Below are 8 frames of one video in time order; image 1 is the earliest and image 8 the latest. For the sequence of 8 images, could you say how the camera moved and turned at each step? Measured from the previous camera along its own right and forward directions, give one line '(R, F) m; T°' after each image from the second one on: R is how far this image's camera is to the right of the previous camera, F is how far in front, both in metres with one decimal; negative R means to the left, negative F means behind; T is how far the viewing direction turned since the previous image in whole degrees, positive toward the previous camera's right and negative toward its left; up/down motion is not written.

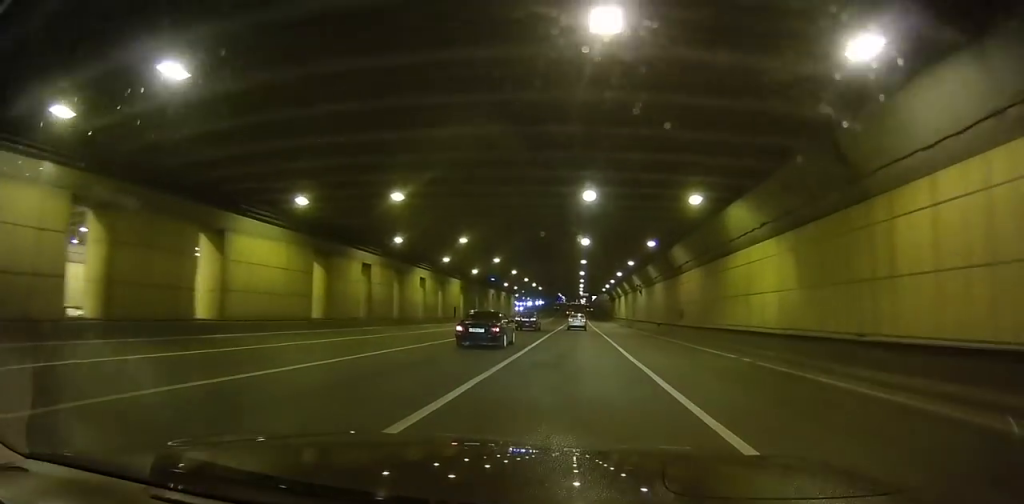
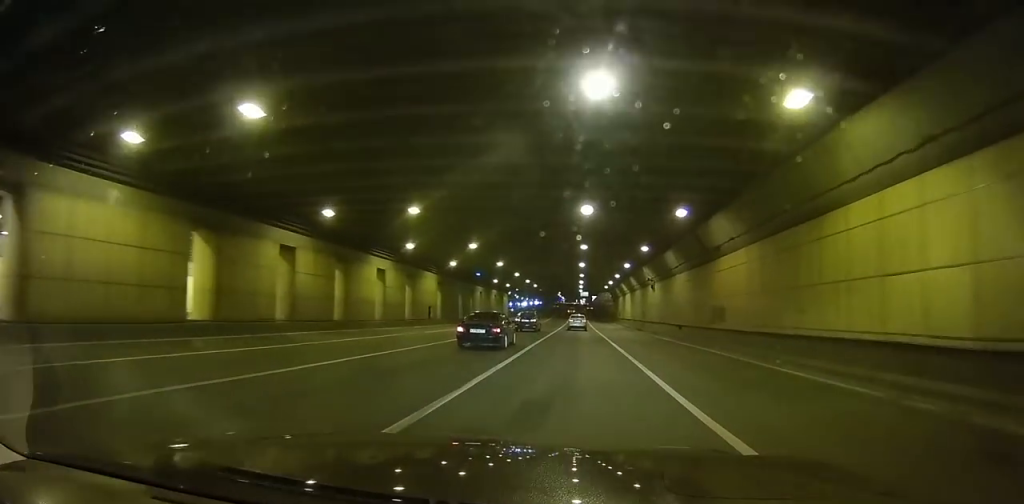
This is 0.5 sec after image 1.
(+0.5, +9.5) m; +3°
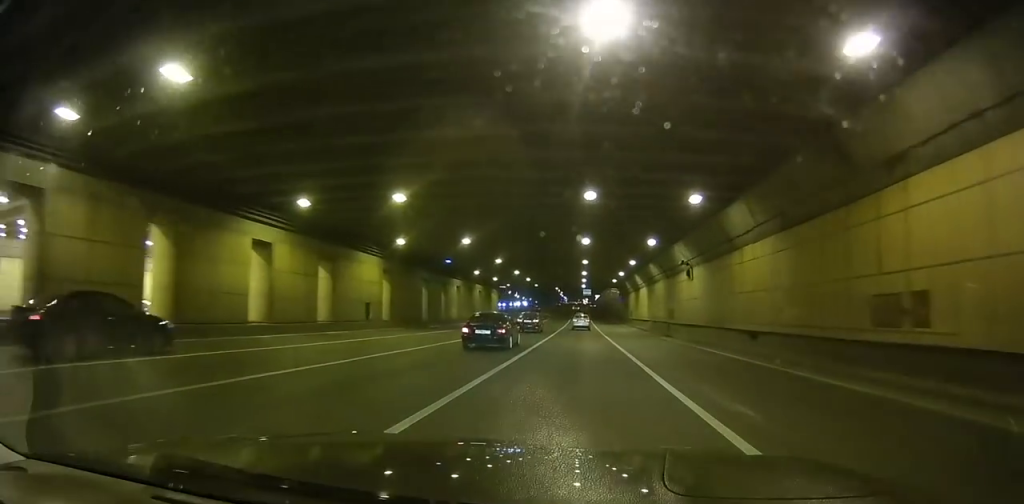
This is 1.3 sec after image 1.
(0.0, +13.9) m; 0°
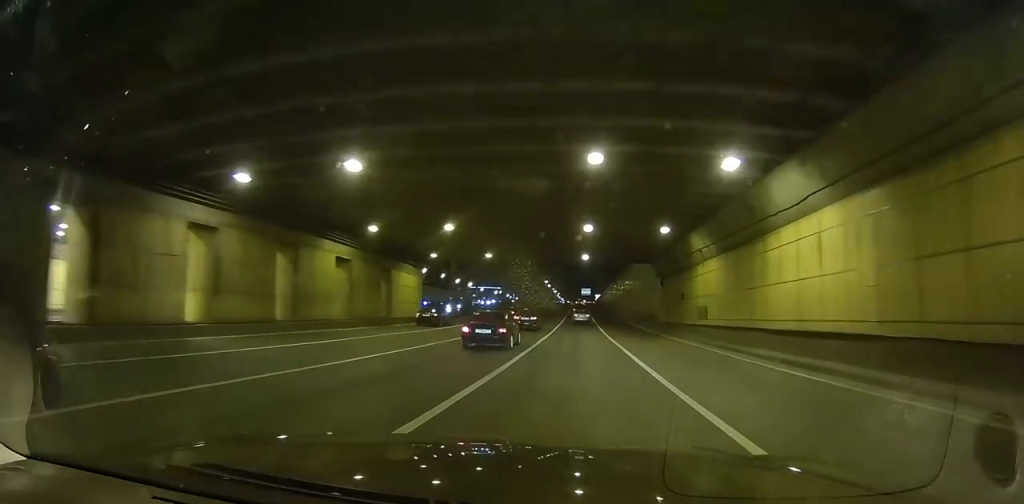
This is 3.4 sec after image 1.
(0.0, +39.6) m; 0°
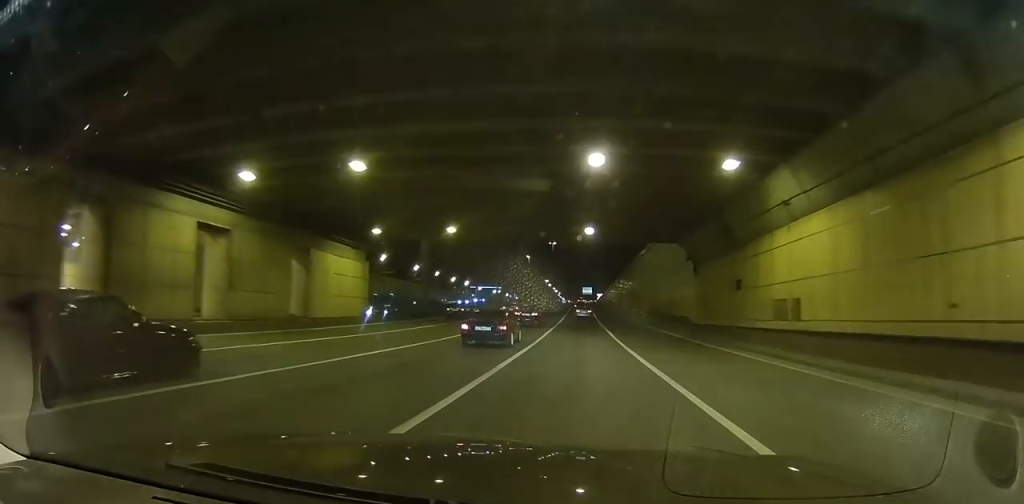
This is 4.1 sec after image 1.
(0.0, +11.7) m; 0°
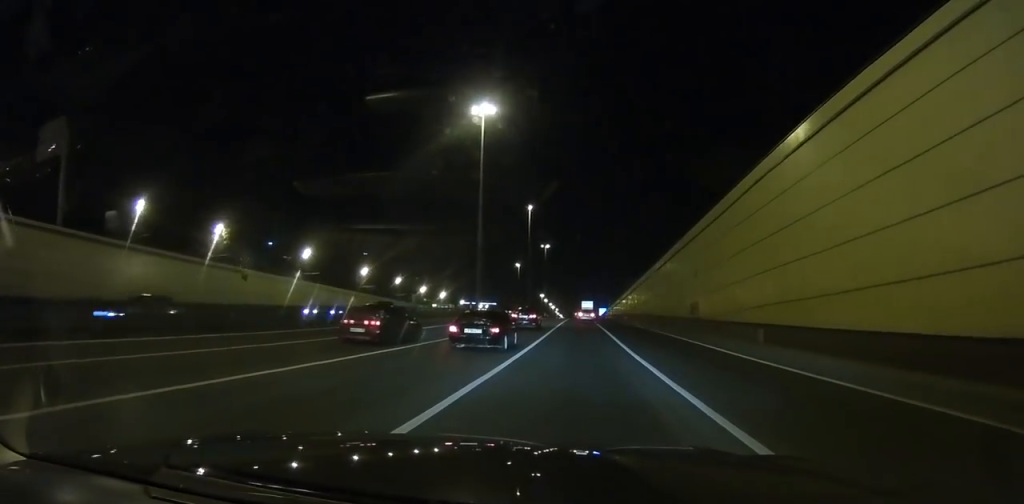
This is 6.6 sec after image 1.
(0.0, +46.4) m; 0°
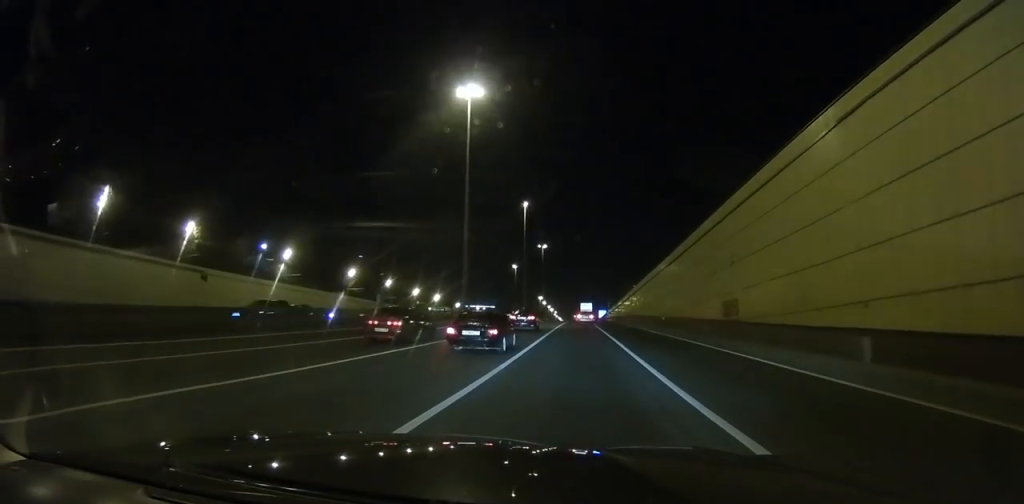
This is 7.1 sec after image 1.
(0.0, +7.9) m; 0°
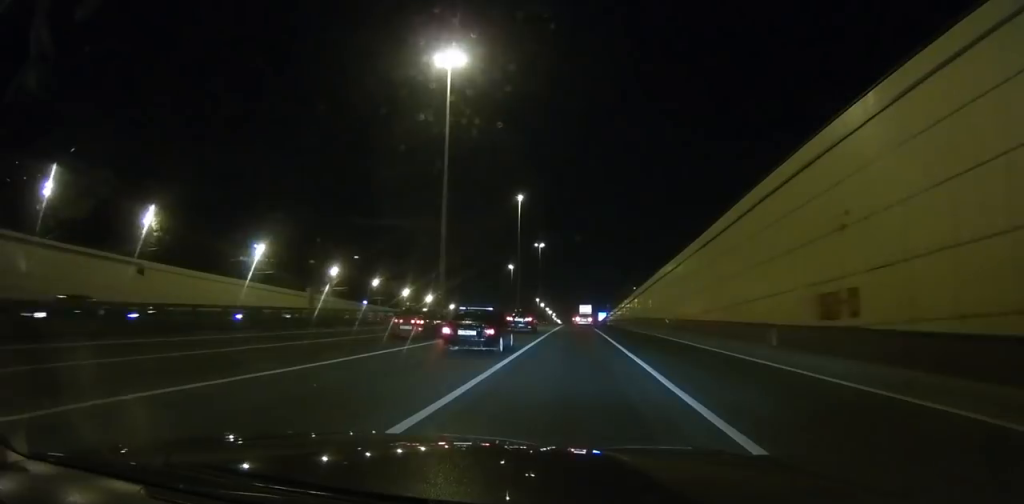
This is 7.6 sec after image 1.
(0.0, +10.0) m; 0°
